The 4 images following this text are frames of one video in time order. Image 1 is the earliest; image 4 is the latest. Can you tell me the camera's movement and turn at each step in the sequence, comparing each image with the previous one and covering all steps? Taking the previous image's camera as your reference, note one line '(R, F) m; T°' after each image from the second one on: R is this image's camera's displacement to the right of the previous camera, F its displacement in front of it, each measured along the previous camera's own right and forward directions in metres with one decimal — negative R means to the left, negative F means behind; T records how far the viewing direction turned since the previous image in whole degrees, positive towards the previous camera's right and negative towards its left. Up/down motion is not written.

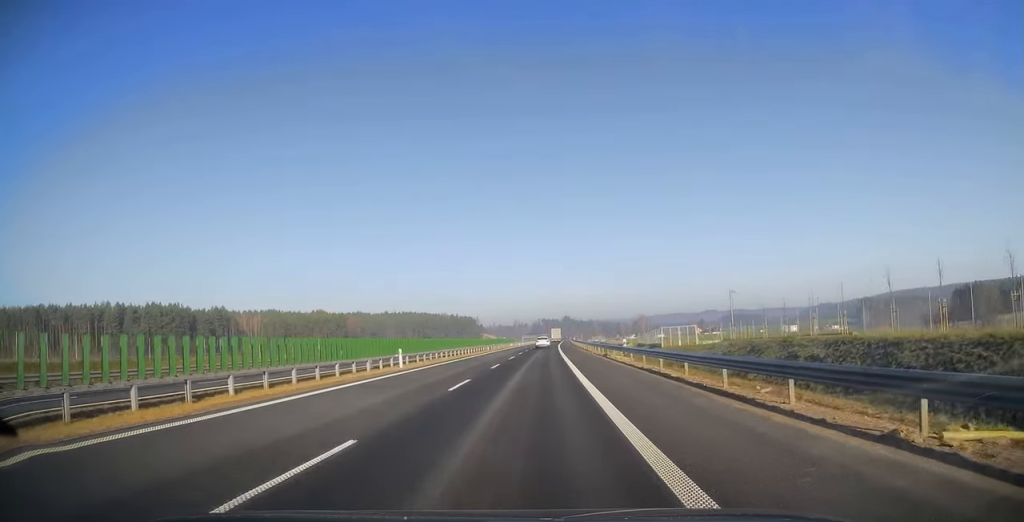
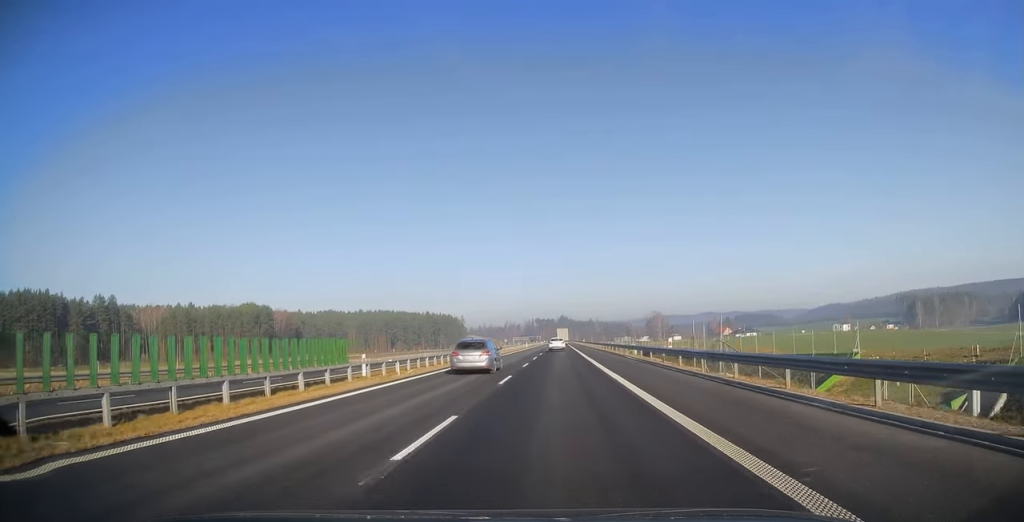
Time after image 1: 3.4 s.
(+1.6, +105.4) m; +1°
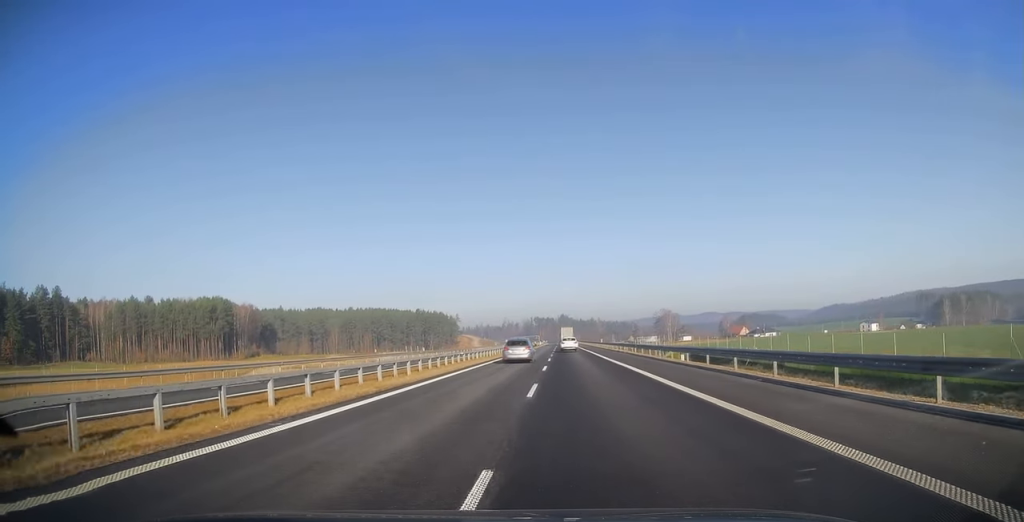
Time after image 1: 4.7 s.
(-0.1, +40.2) m; 0°
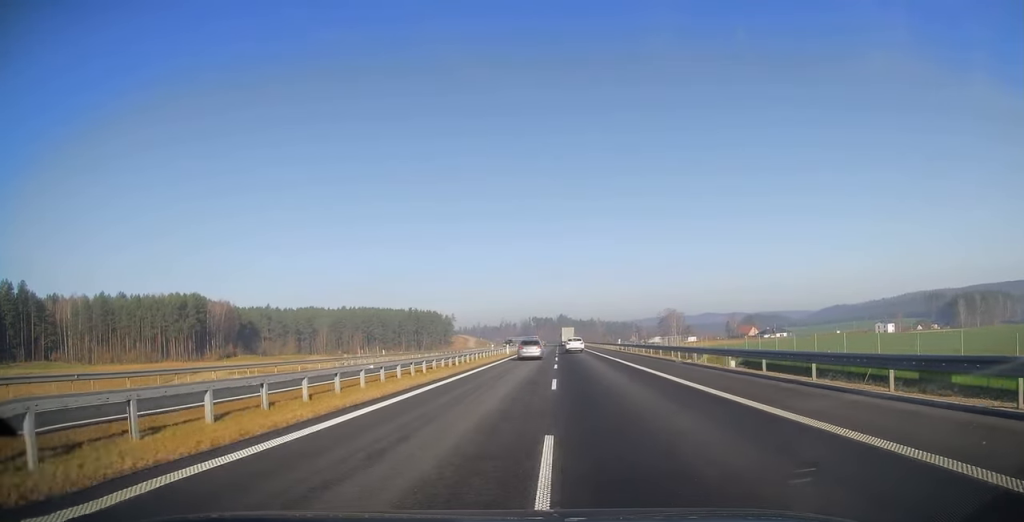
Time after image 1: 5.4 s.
(0.0, +21.5) m; 0°
